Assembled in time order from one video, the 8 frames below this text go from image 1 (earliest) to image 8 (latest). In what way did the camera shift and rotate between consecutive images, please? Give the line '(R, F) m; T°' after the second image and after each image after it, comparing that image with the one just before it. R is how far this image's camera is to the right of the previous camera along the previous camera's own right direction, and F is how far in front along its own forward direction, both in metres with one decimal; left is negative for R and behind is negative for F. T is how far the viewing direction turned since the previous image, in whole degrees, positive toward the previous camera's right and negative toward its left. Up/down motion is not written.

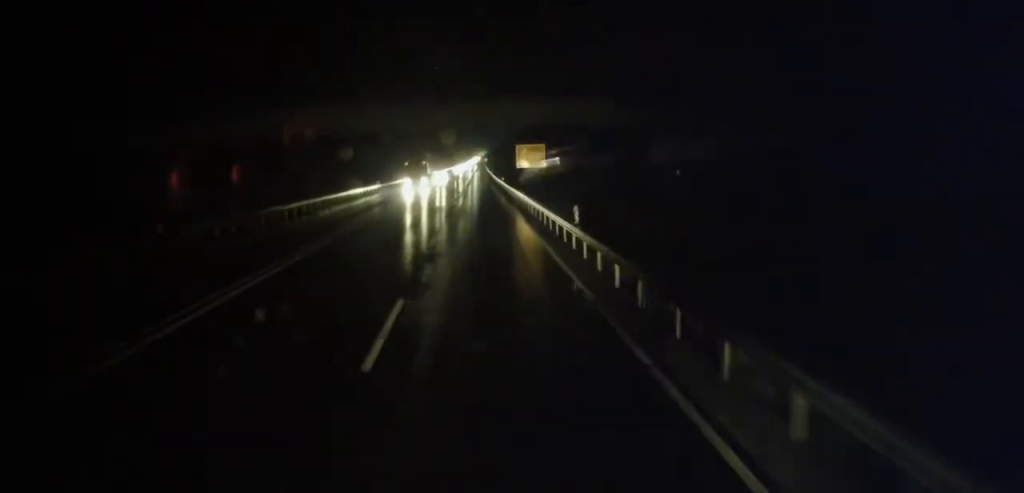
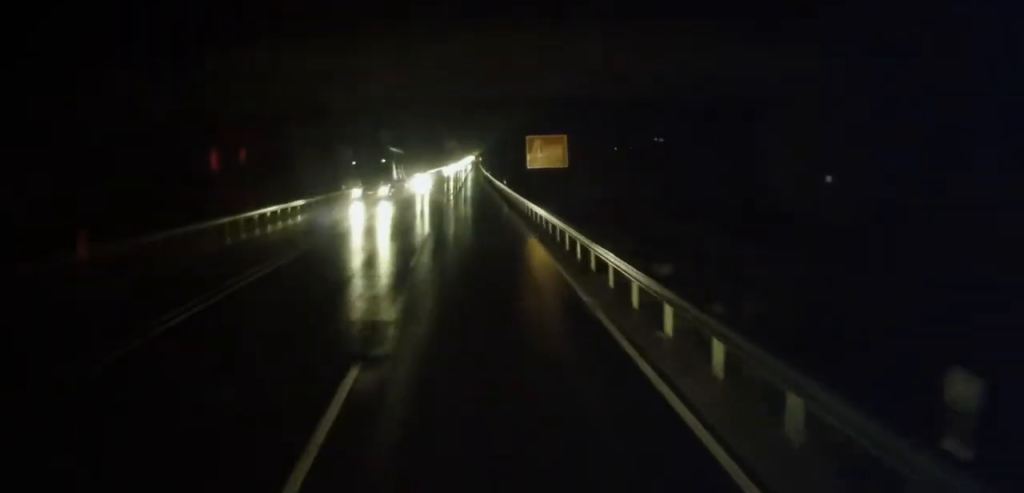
(-0.1, +15.5) m; -1°
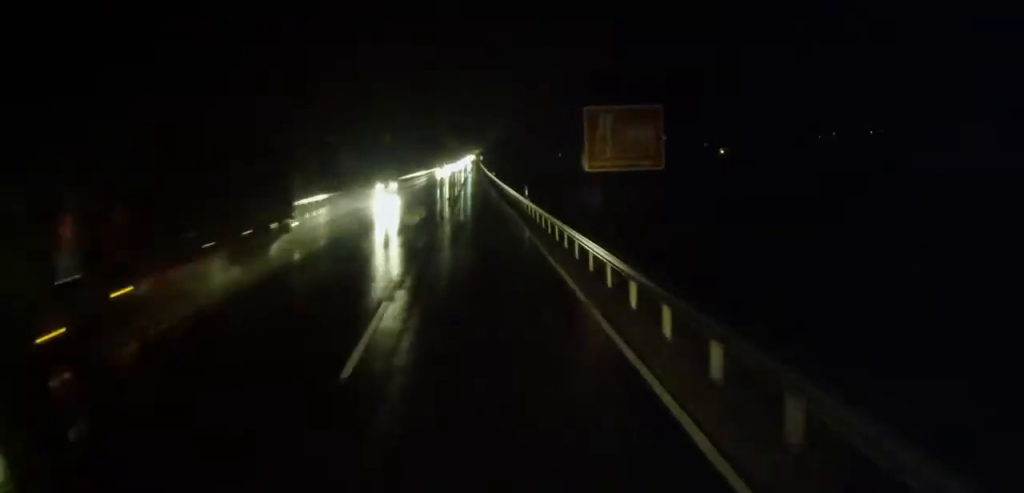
(-0.2, +19.7) m; +1°
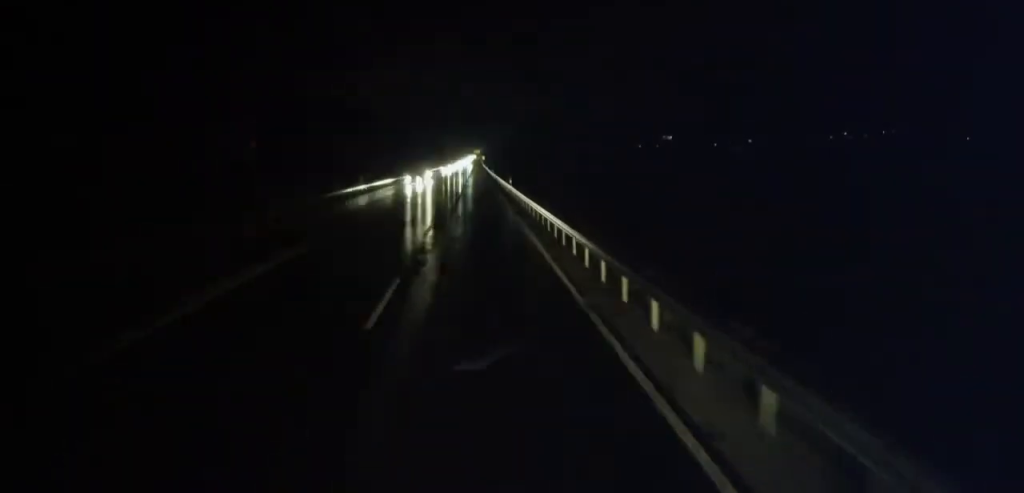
(+0.6, +33.7) m; +1°
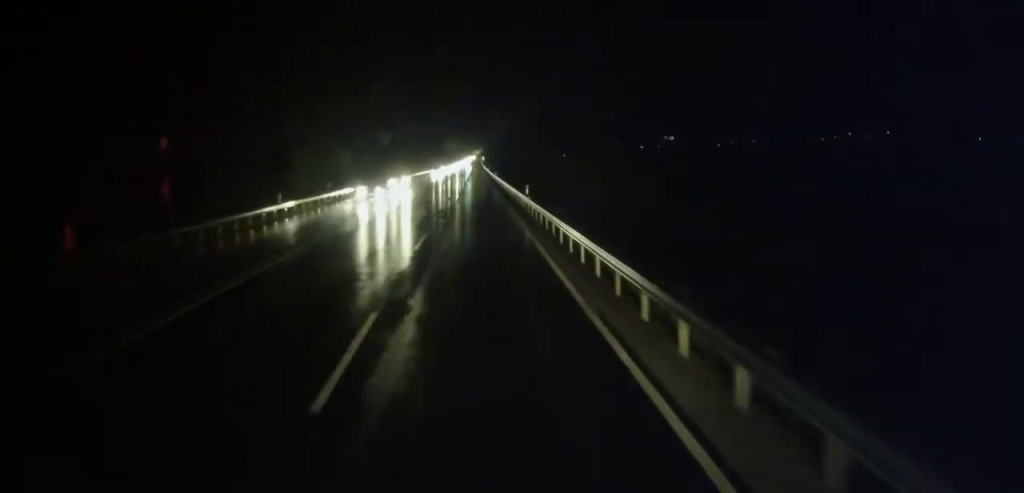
(0.0, +15.9) m; 0°
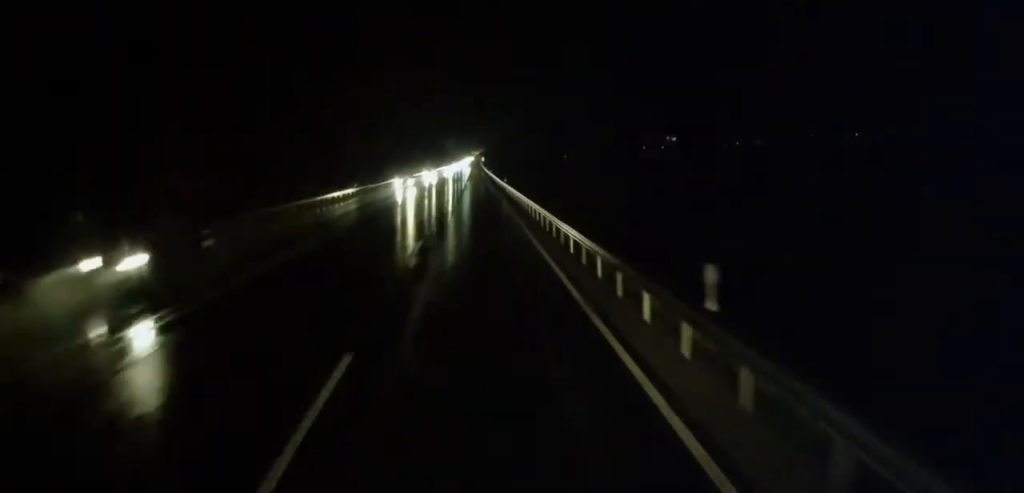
(0.0, +27.5) m; 0°
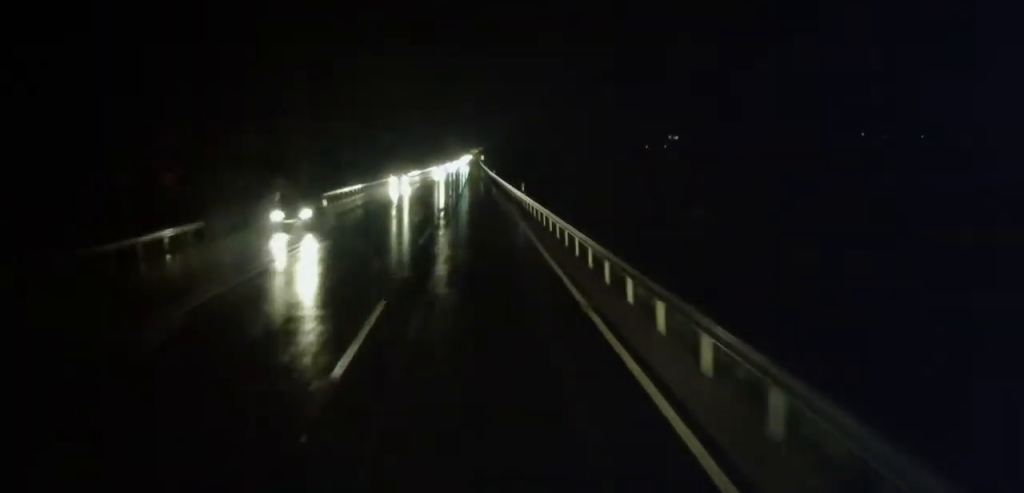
(0.0, +21.7) m; 0°
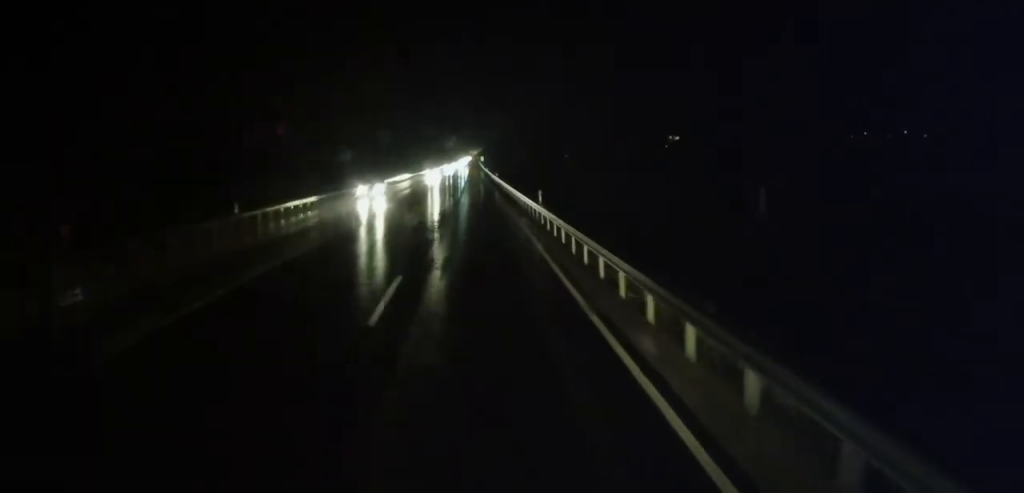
(0.0, +9.8) m; 0°
